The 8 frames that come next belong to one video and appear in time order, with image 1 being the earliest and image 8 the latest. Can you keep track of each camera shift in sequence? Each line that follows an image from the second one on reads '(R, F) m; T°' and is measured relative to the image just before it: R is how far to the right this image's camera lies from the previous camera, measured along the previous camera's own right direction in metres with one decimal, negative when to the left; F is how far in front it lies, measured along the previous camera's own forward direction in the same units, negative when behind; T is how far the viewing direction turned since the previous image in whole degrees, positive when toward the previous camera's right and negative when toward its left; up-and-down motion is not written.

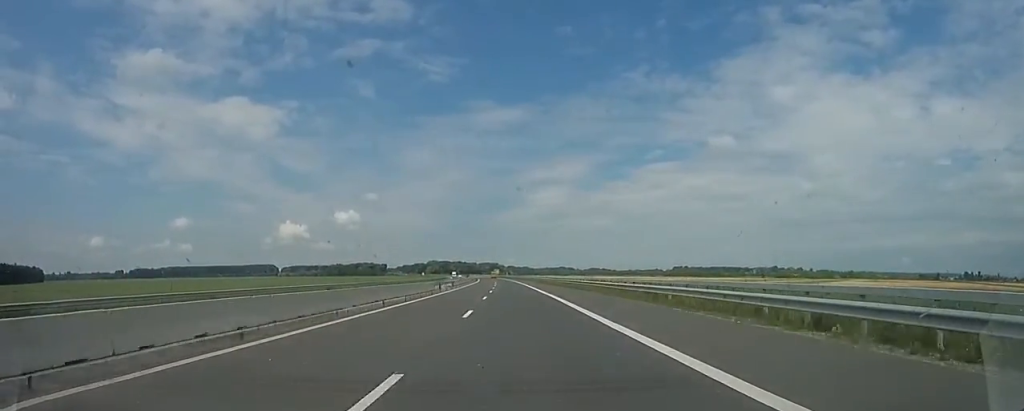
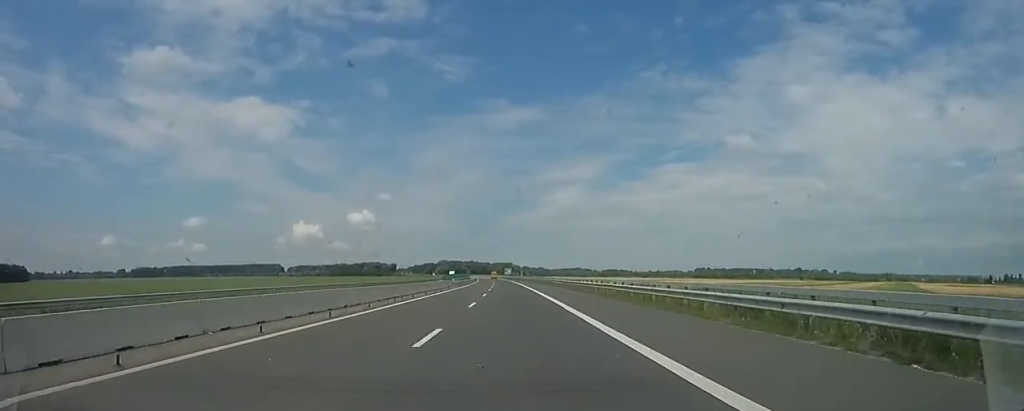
(-2.7, +66.5) m; -2°
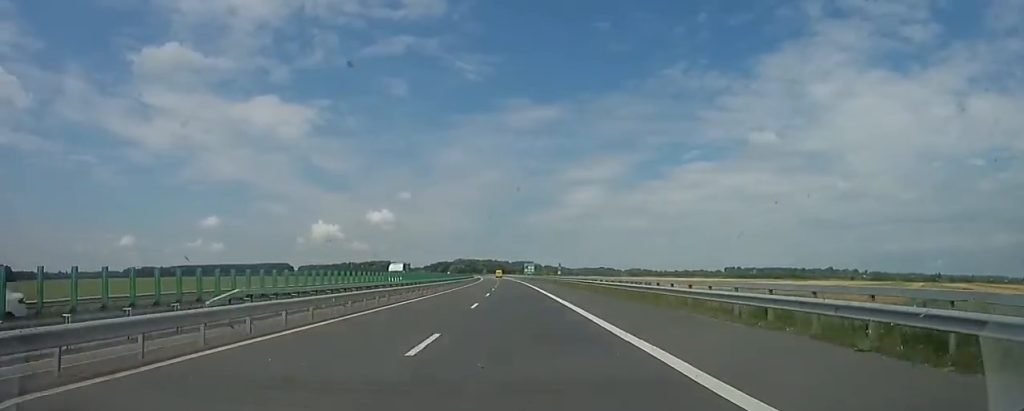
(-0.2, +73.6) m; -2°
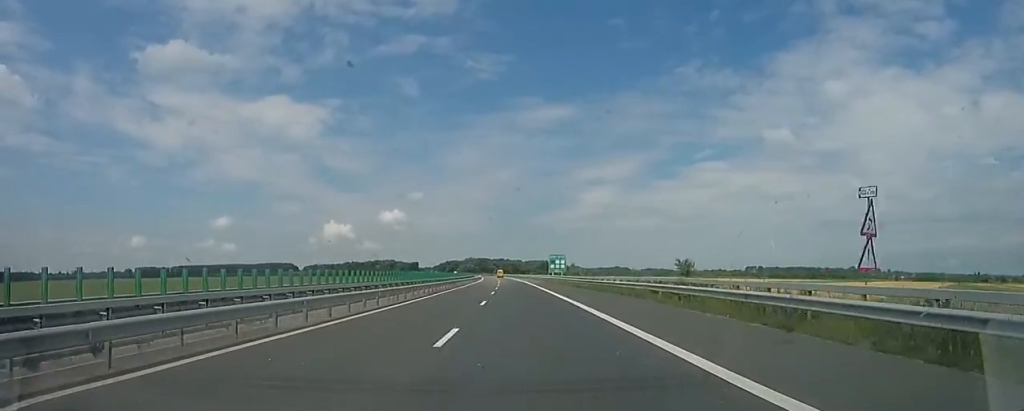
(-1.9, +59.5) m; -2°
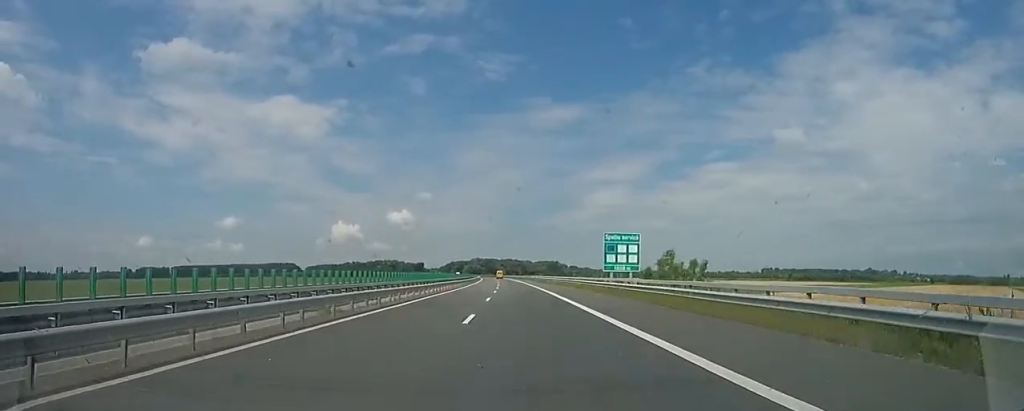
(-0.2, +44.0) m; -1°
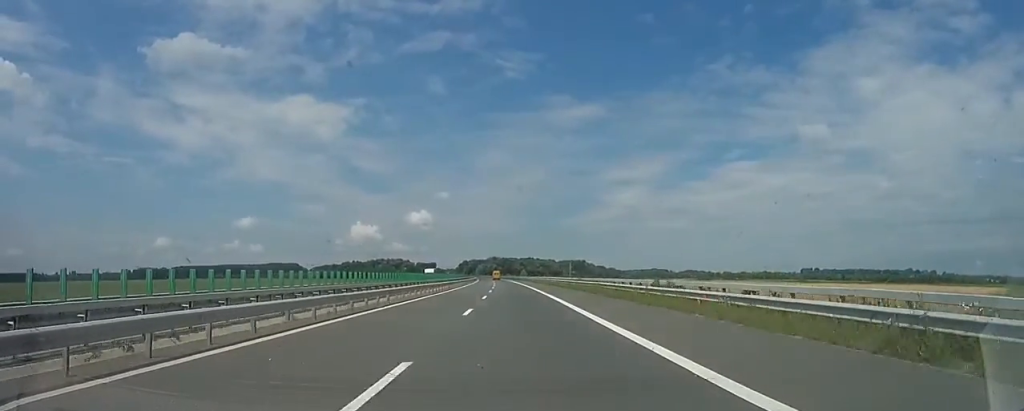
(-0.9, +105.7) m; -3°
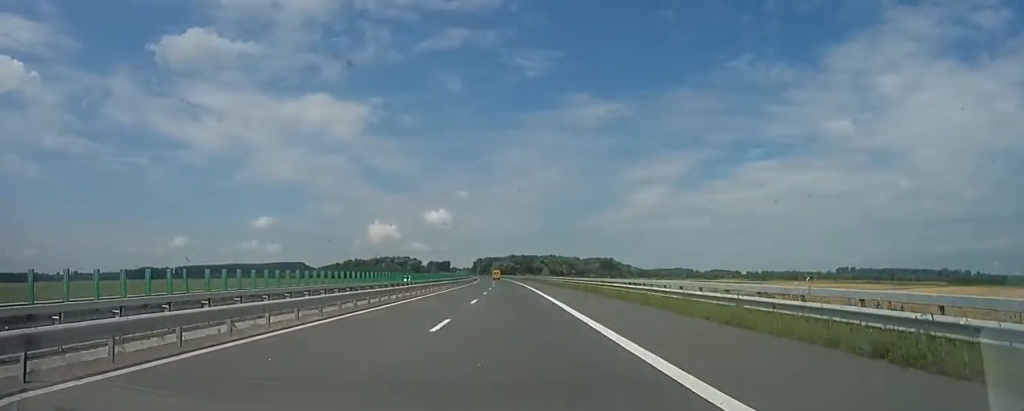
(-3.3, +77.0) m; -3°
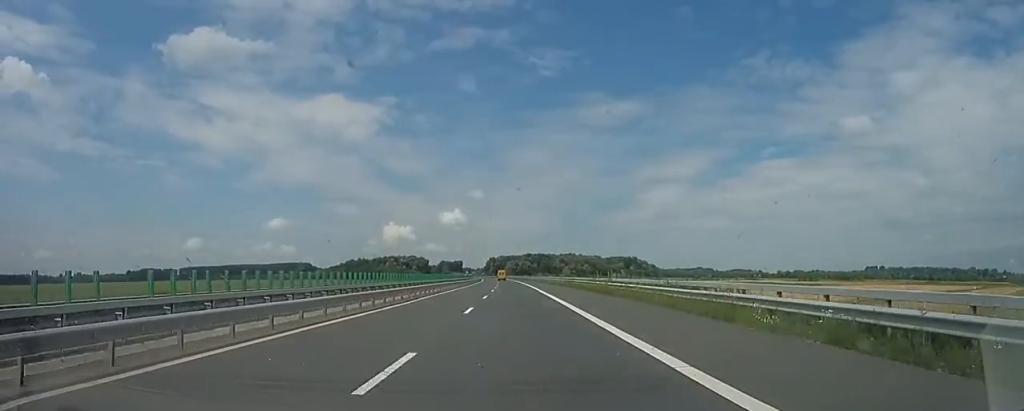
(0.0, +54.5) m; 0°
